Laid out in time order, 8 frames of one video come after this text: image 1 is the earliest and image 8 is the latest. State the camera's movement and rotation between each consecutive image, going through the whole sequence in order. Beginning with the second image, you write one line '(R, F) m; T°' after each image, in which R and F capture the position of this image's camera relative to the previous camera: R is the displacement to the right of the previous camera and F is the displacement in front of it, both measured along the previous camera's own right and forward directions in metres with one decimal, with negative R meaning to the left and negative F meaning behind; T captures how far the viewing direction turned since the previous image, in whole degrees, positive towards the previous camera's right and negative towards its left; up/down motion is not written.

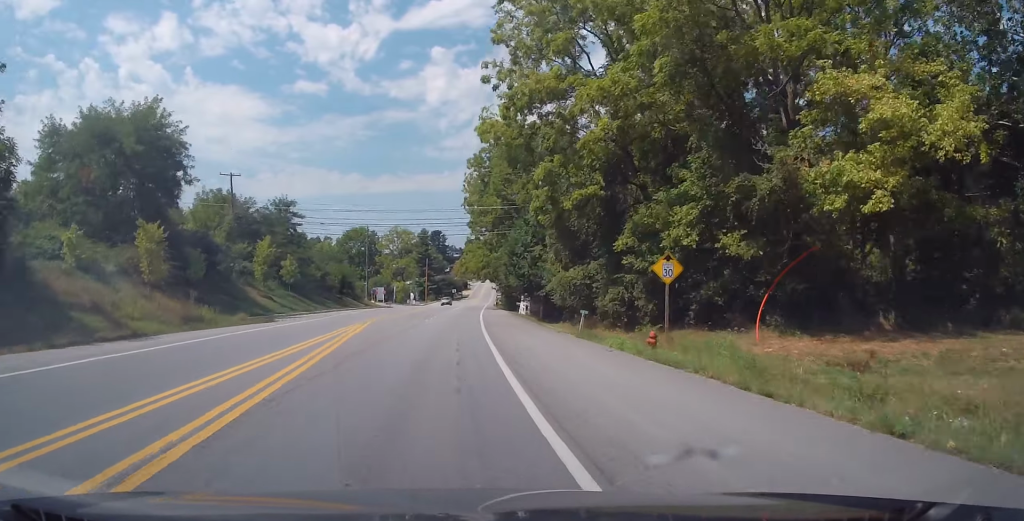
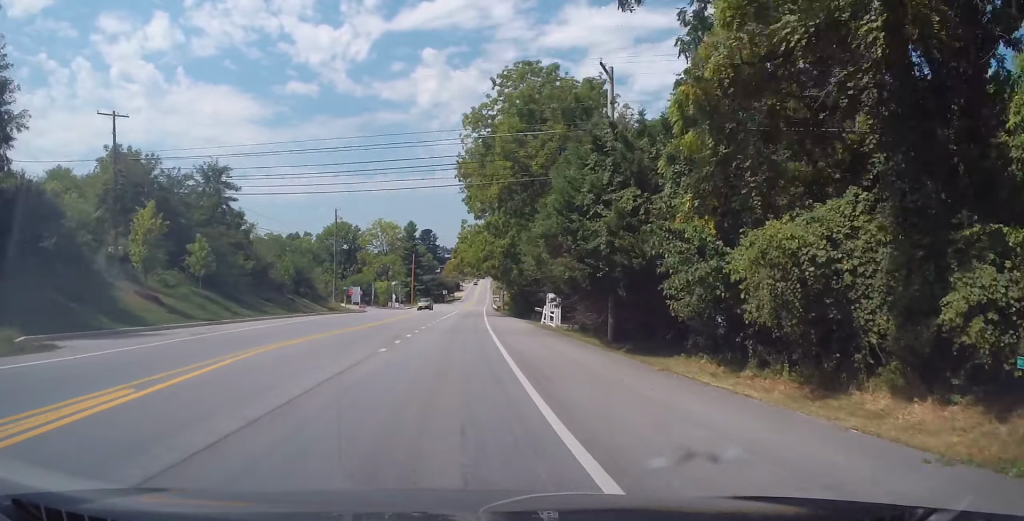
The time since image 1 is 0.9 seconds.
(-0.2, +21.7) m; +1°
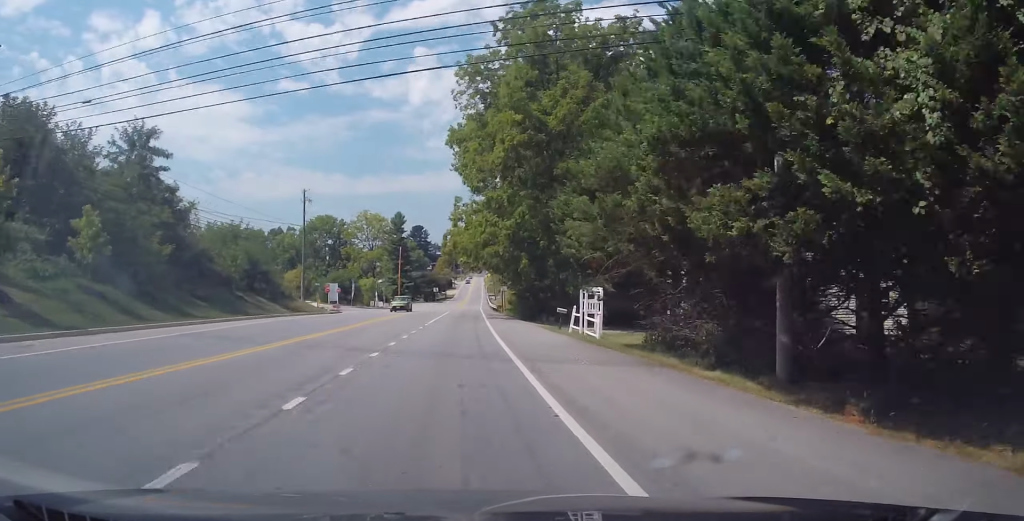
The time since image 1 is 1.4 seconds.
(-0.1, +13.4) m; +1°
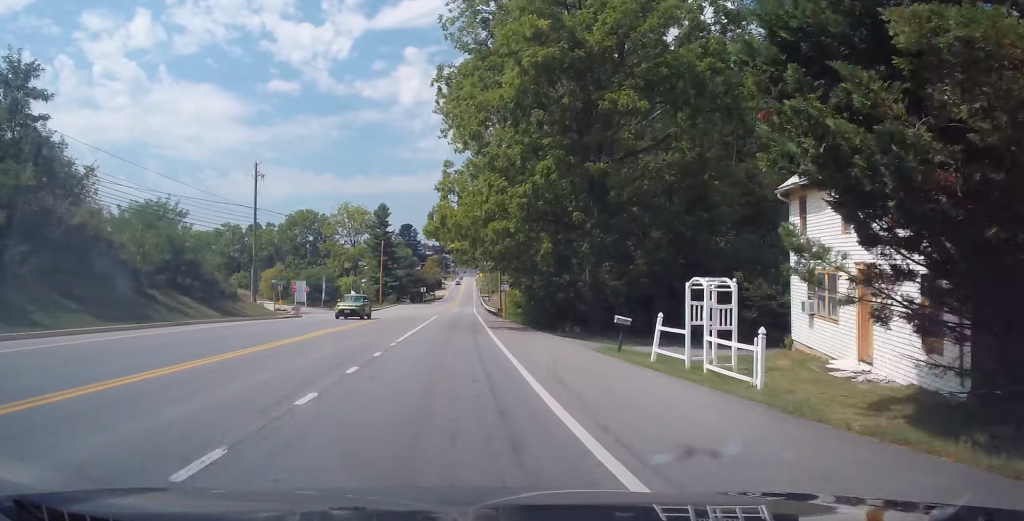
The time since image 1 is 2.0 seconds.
(+0.6, +14.2) m; +1°
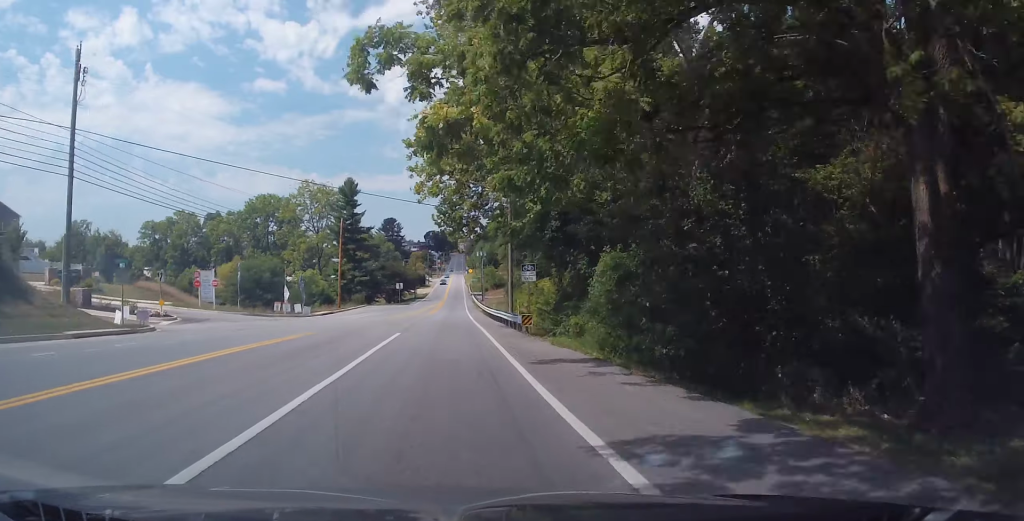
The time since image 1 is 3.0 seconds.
(-0.2, +26.9) m; +1°
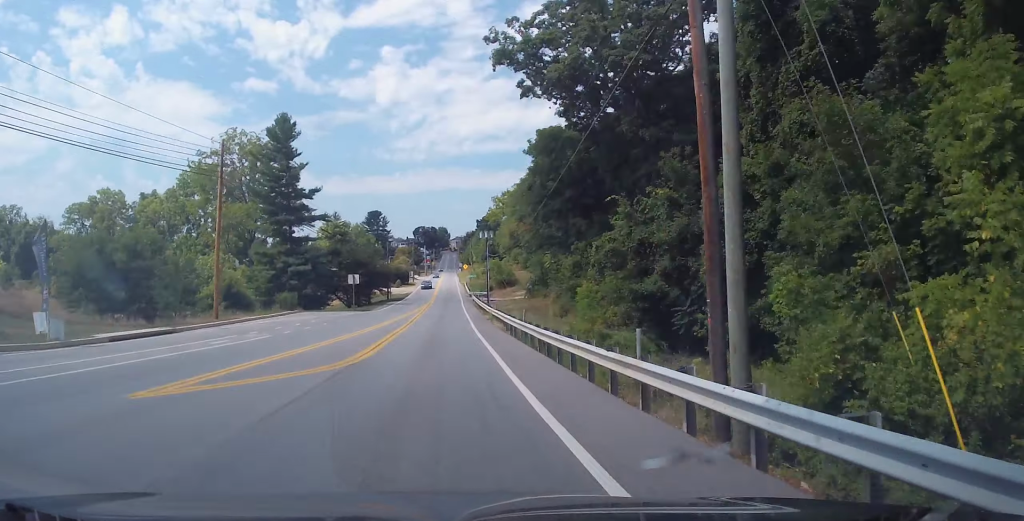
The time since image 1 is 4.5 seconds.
(+1.1, +37.3) m; +1°
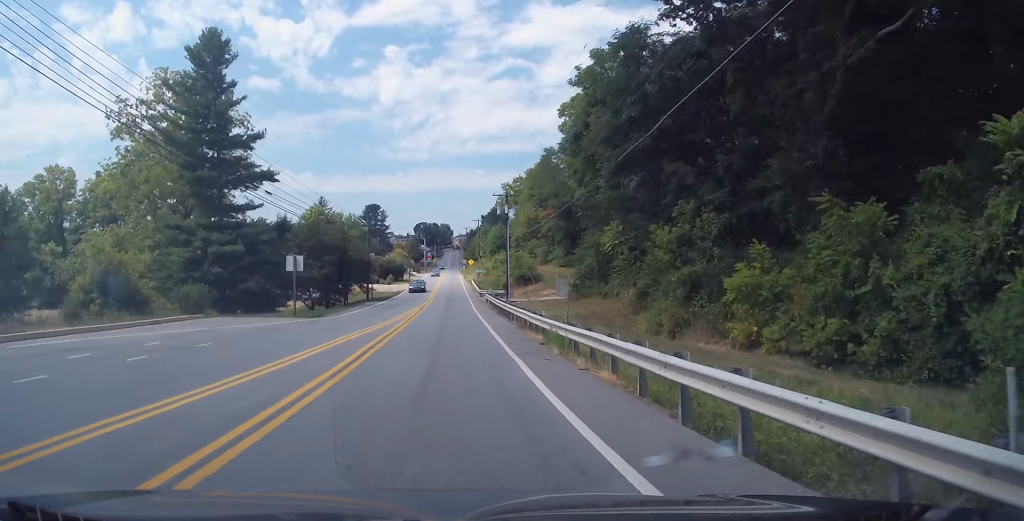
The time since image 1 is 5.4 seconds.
(-0.3, +21.9) m; -1°
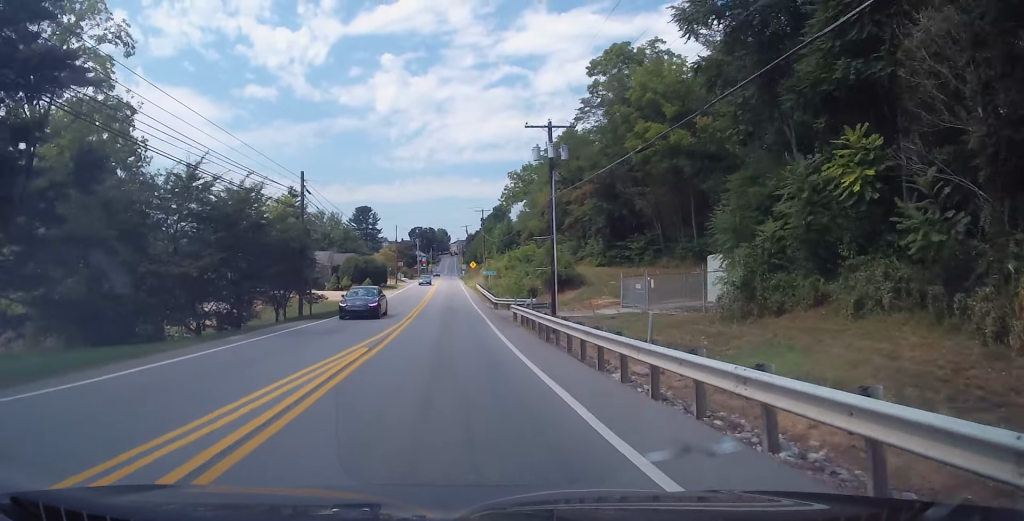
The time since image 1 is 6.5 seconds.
(-0.1, +24.6) m; -1°
